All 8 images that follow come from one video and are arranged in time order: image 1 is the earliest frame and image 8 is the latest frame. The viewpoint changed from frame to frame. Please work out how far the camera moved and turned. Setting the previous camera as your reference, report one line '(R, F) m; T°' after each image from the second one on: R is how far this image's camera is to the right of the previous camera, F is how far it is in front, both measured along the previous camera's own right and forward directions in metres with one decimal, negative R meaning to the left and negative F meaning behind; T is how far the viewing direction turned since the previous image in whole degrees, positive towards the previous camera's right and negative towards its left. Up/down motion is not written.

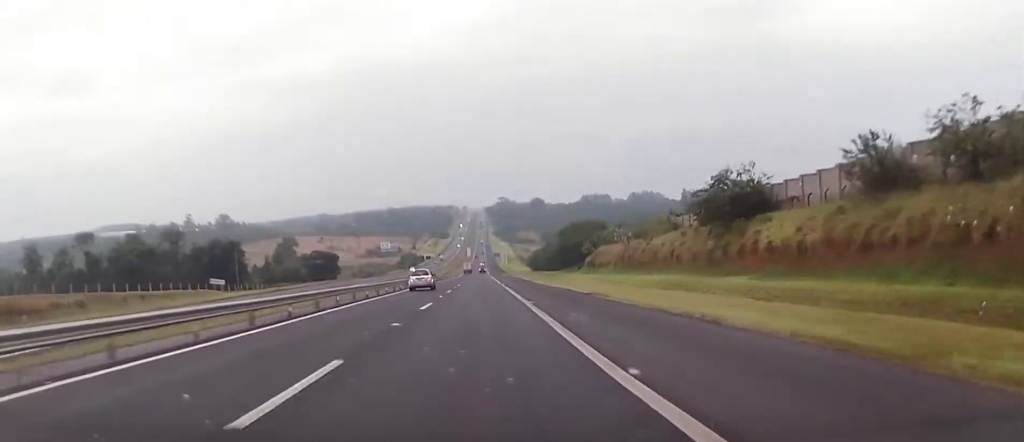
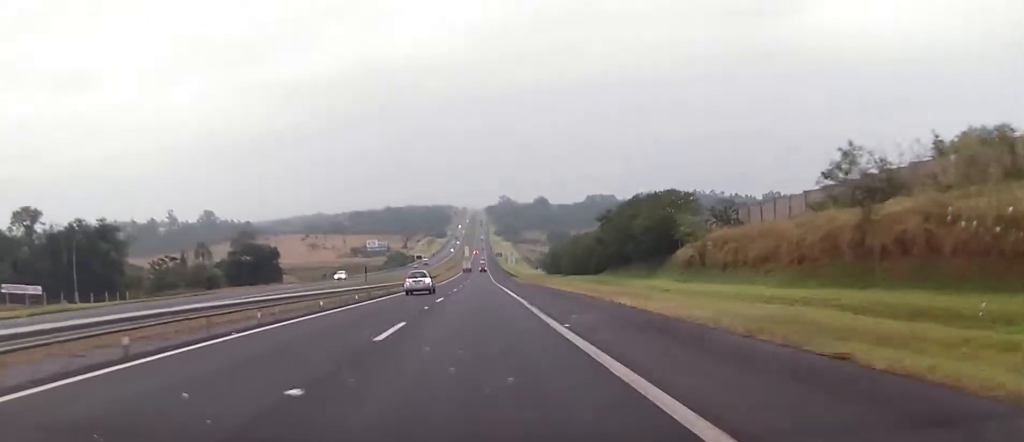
(+0.3, +59.3) m; -1°
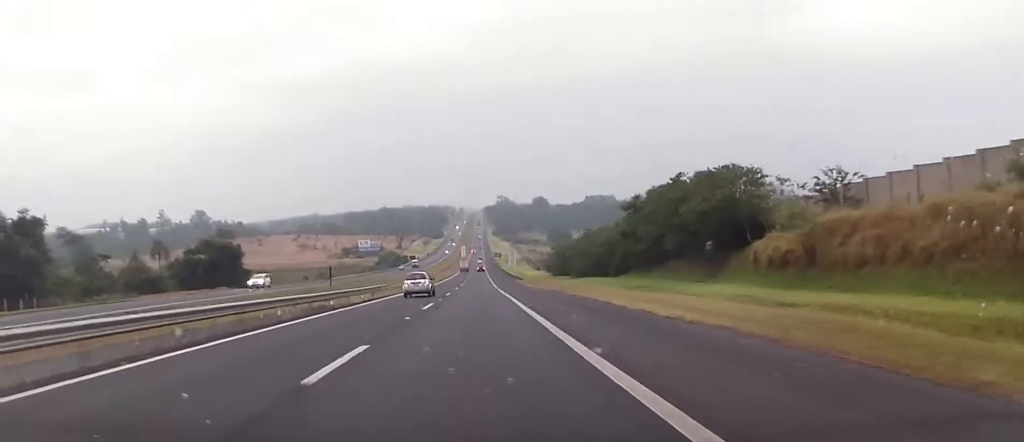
(-0.2, +21.1) m; 0°
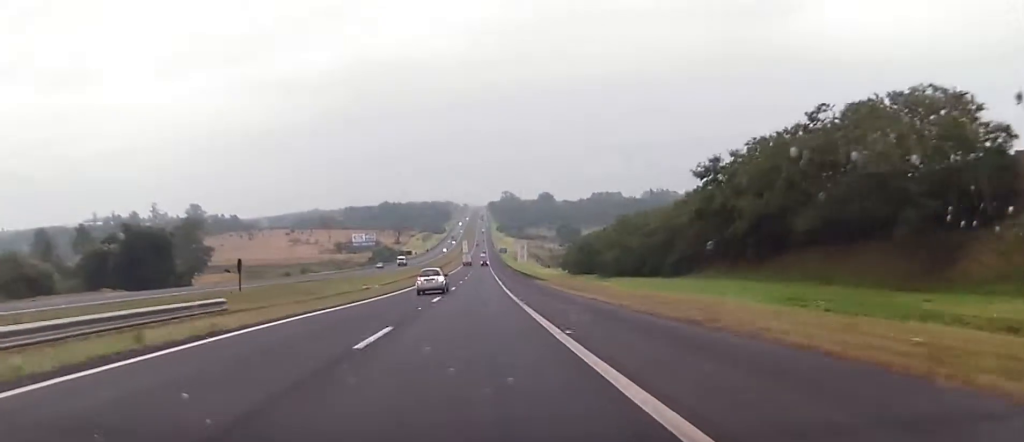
(0.0, +29.4) m; 0°
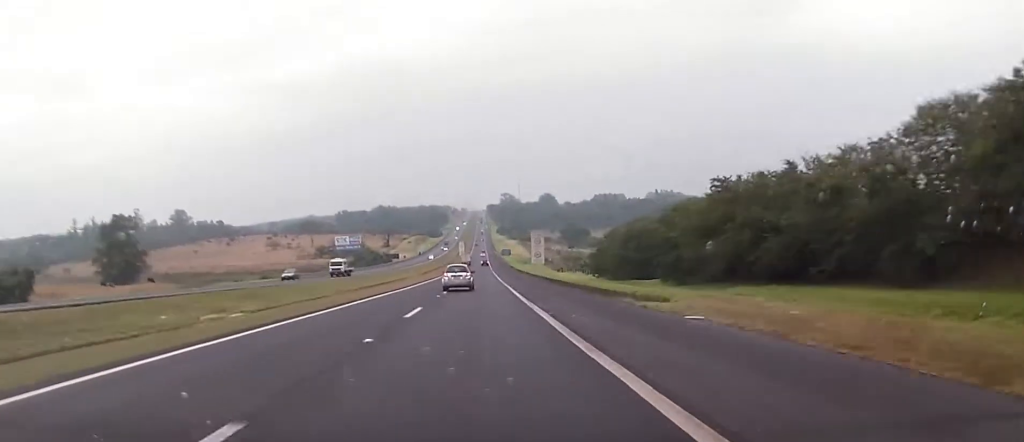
(+0.3, +41.7) m; 0°
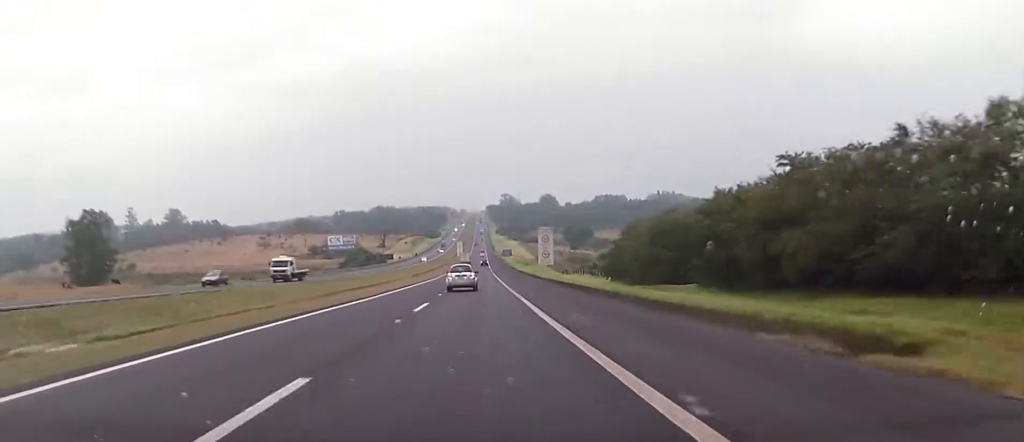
(0.0, +13.3) m; 0°
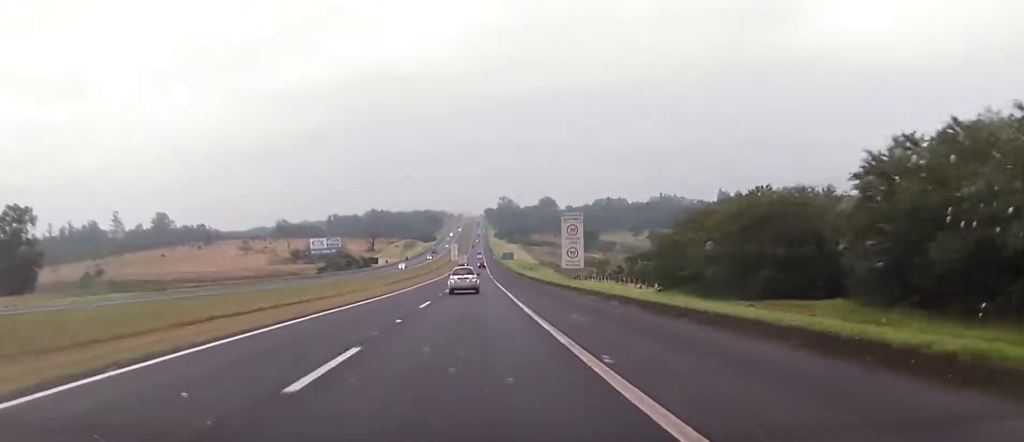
(+0.1, +26.5) m; 0°
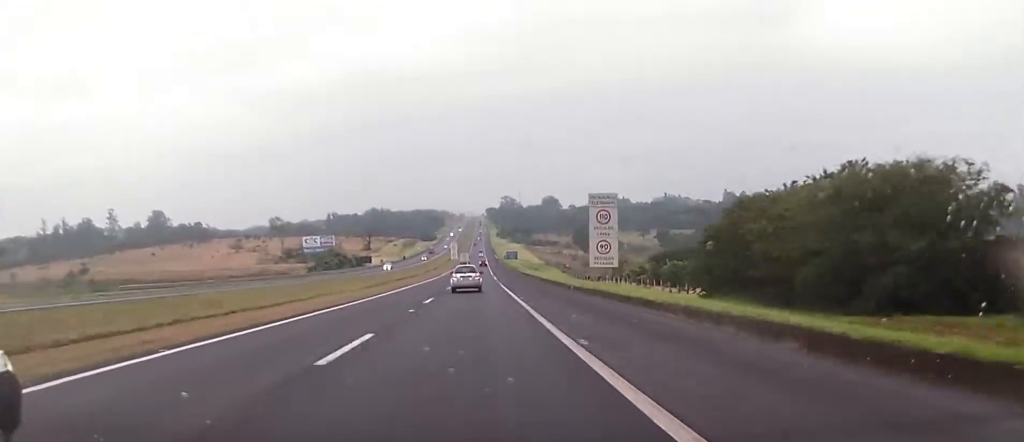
(0.0, +13.1) m; 0°
